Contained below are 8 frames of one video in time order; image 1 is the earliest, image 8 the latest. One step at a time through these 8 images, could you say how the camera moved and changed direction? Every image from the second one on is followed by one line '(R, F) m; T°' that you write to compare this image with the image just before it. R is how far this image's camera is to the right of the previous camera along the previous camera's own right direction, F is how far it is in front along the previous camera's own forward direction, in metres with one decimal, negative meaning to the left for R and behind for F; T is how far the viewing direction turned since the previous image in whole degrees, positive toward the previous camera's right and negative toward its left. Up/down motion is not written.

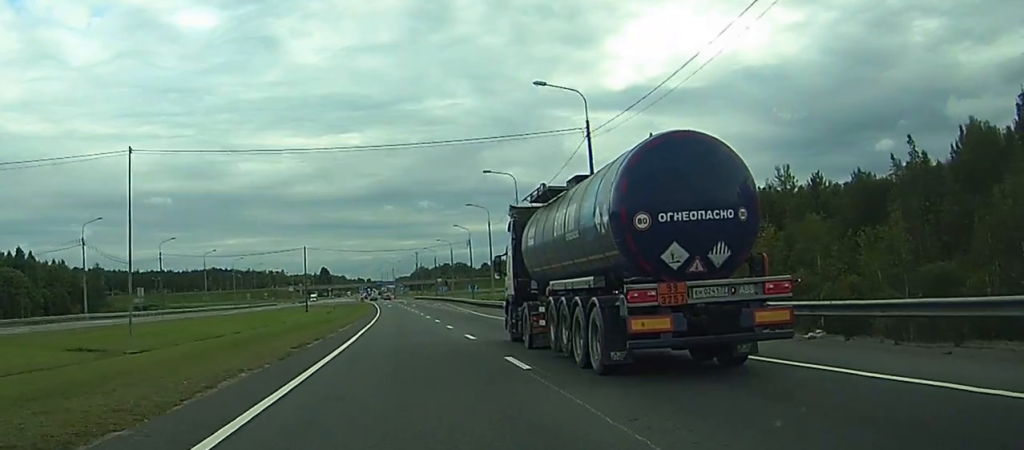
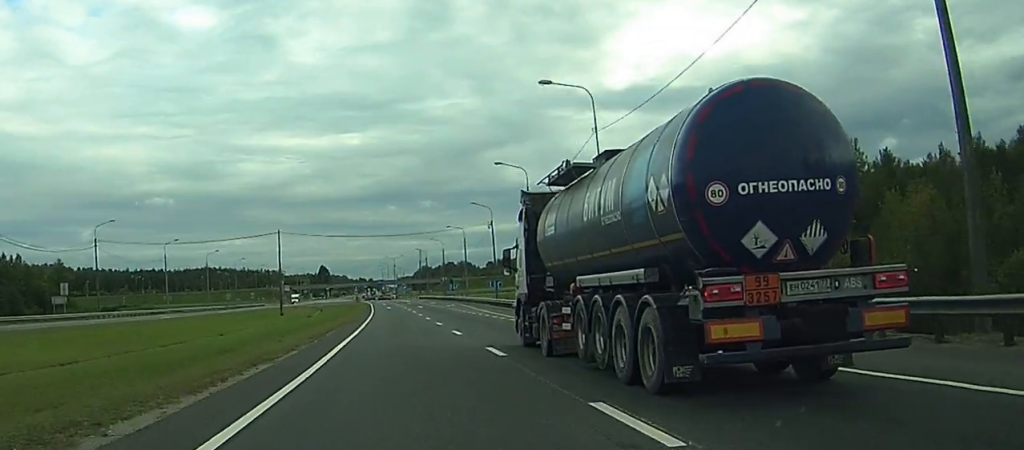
(0.0, +30.7) m; 0°
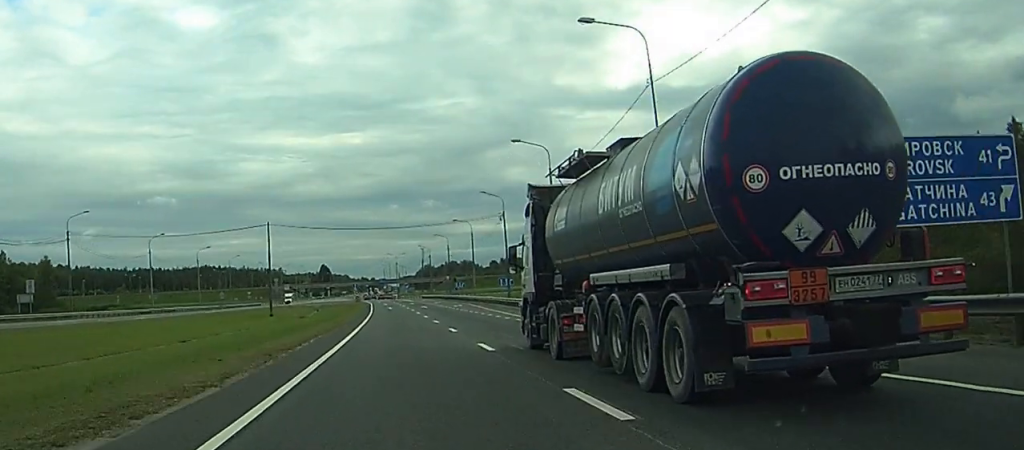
(0.0, +10.0) m; 0°
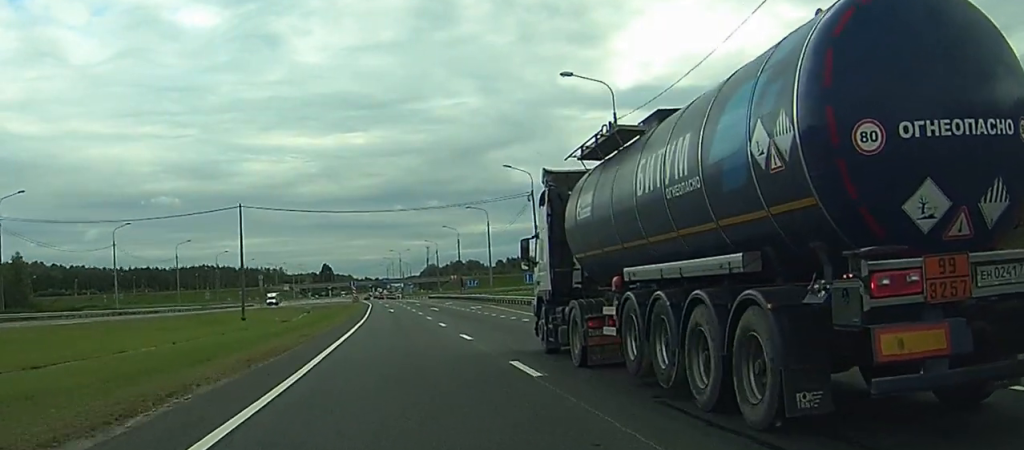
(0.0, +18.5) m; 0°
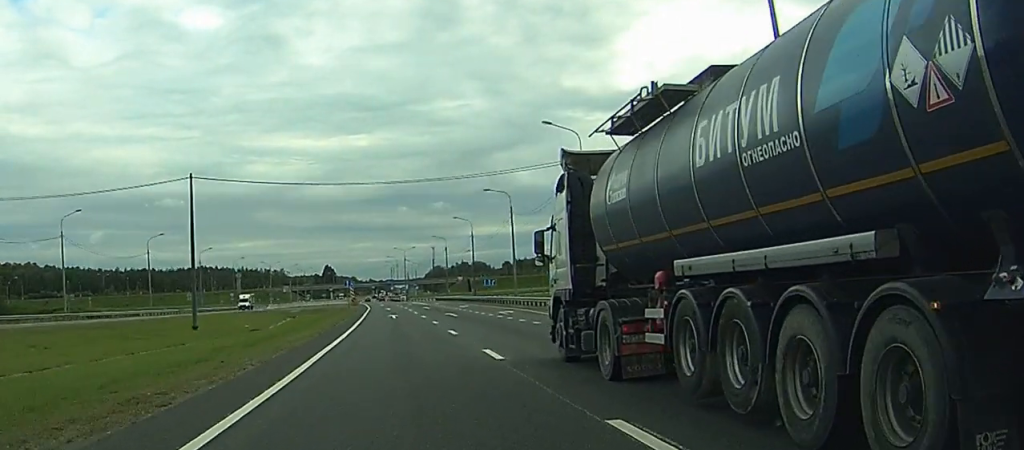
(0.0, +19.4) m; 0°
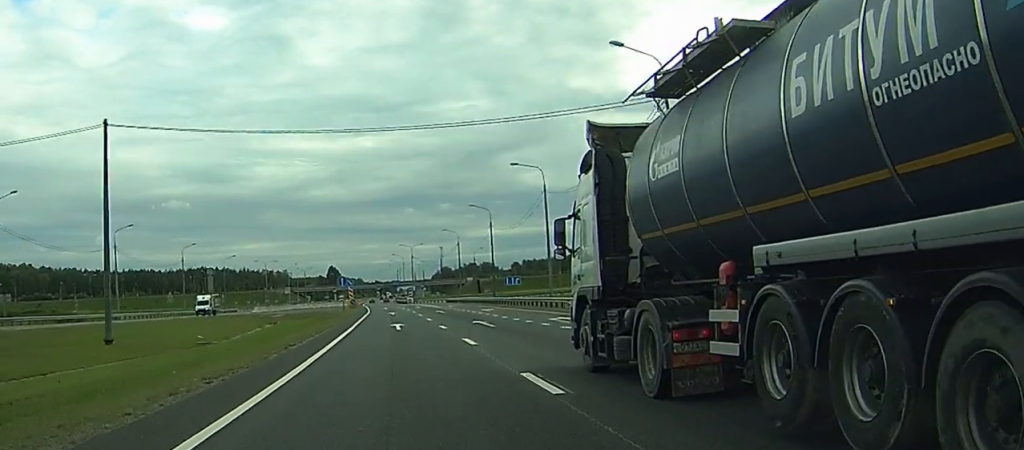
(-0.1, +18.0) m; 0°
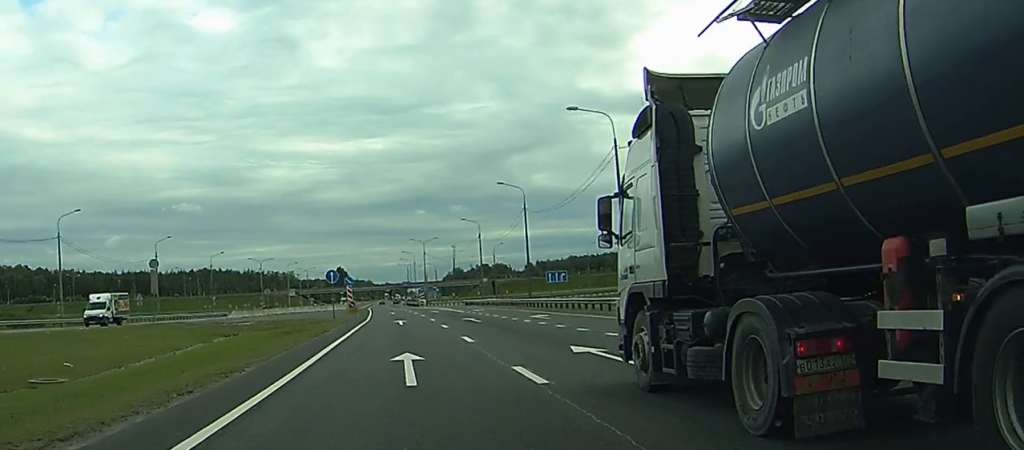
(-0.1, +22.0) m; -1°
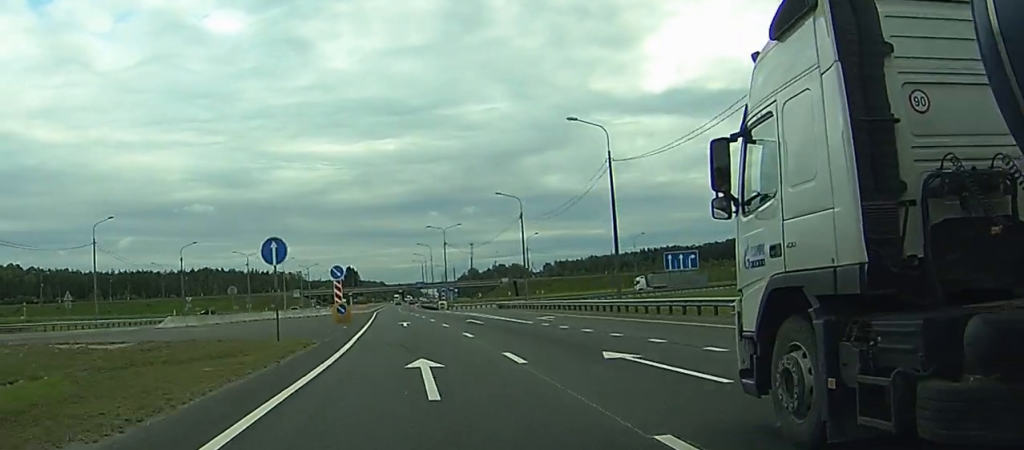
(-0.3, +31.6) m; -1°
